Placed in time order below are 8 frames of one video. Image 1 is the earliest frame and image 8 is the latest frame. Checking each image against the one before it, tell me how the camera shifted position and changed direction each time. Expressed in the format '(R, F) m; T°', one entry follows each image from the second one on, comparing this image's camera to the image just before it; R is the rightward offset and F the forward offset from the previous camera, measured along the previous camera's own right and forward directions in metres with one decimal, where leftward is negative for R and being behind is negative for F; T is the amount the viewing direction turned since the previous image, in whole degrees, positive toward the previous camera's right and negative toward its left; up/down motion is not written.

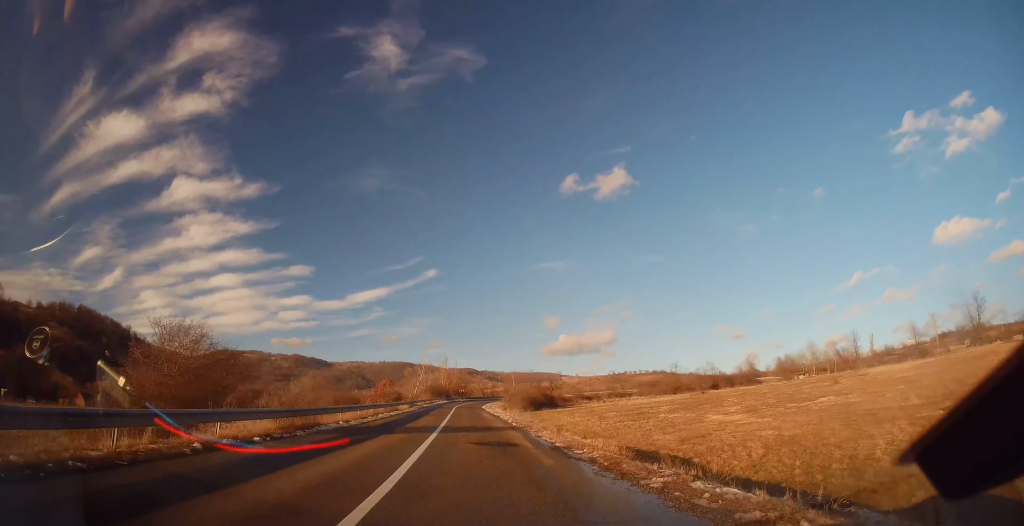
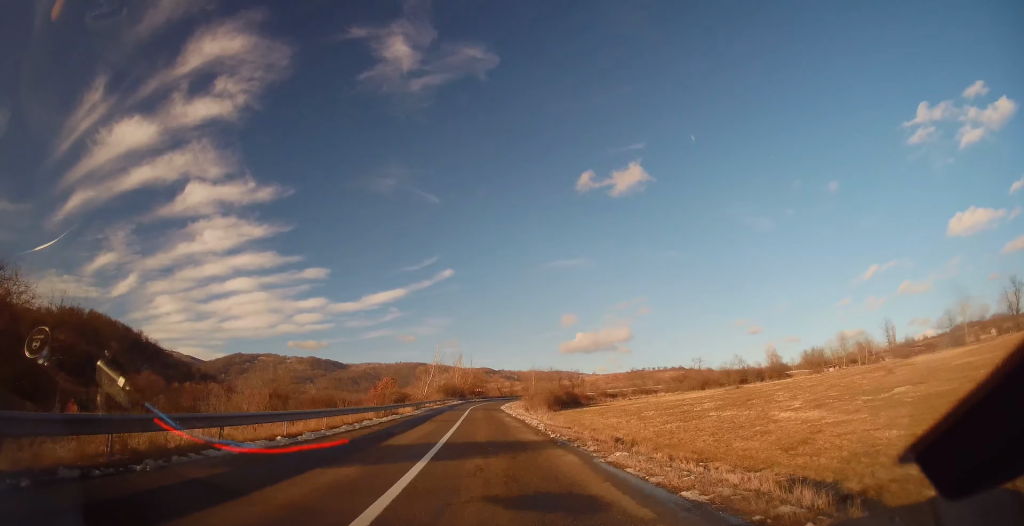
(0.0, +8.7) m; -1°
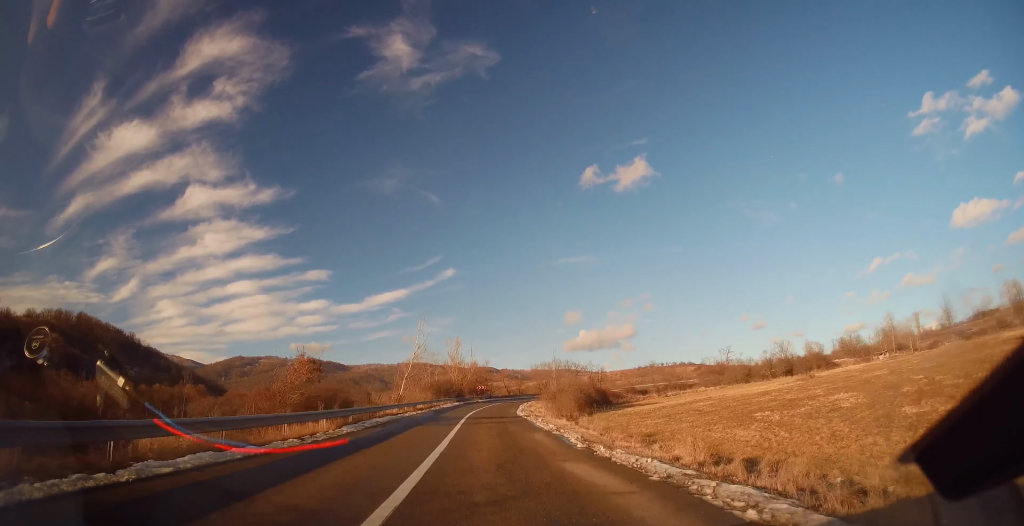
(0.0, +23.9) m; 0°
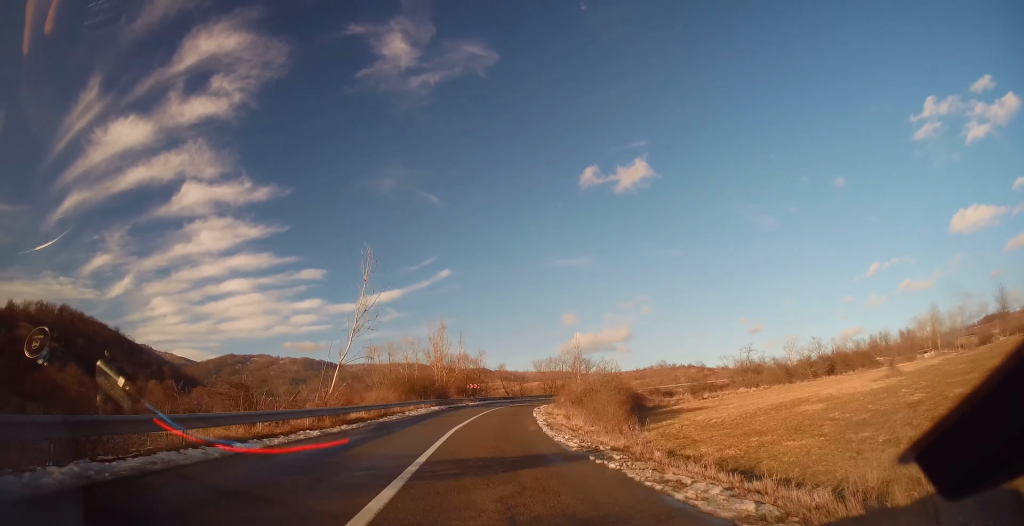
(-0.2, +21.3) m; 0°
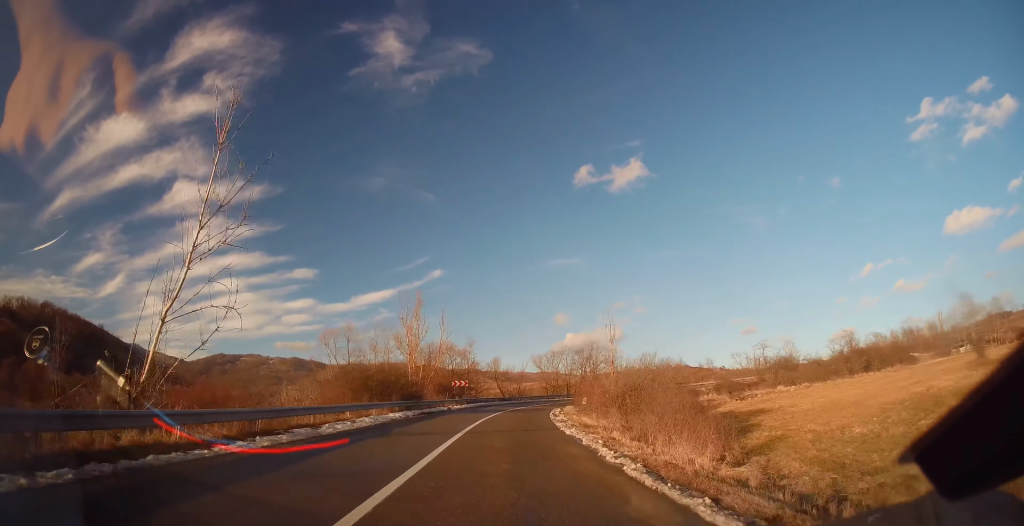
(+0.3, +16.3) m; +2°
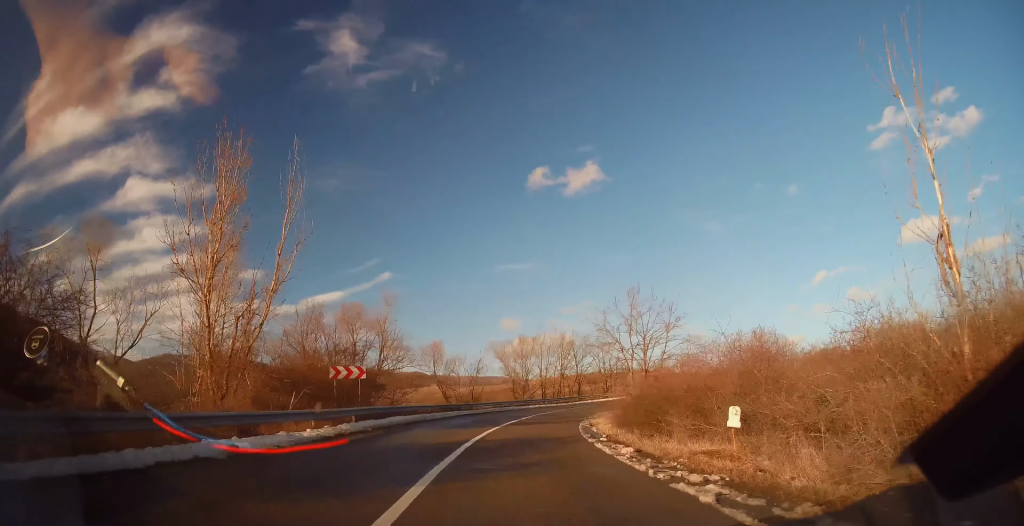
(+1.9, +28.7) m; +9°
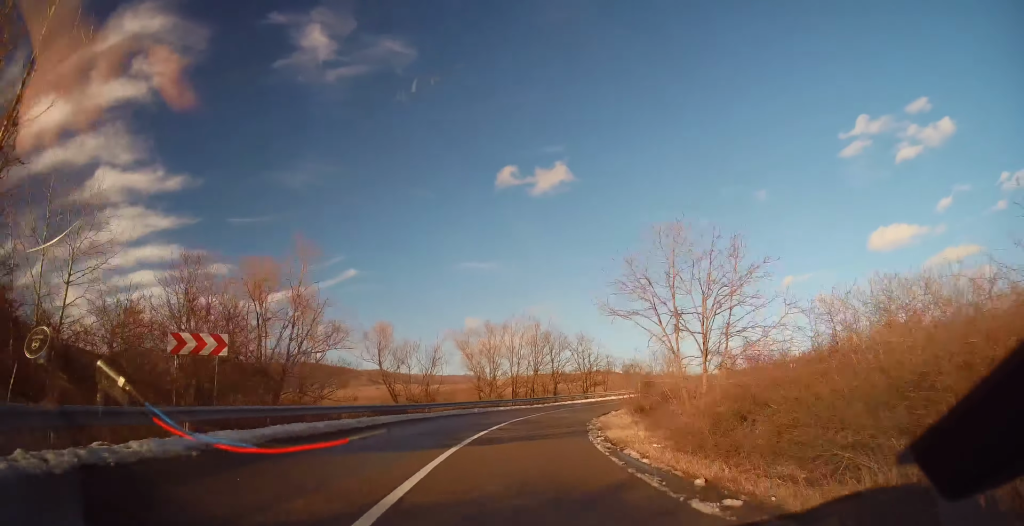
(+0.3, +9.9) m; +3°
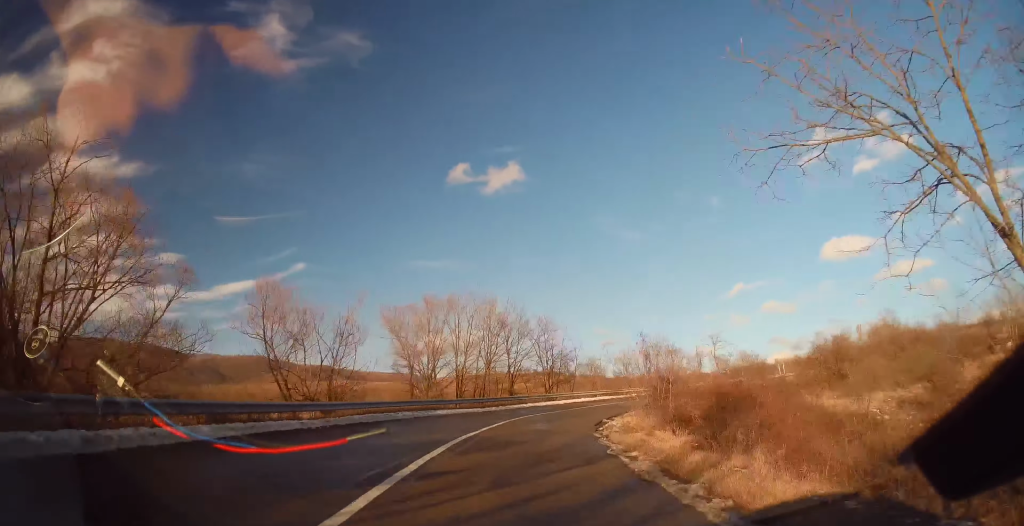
(+0.3, +11.5) m; +4°
